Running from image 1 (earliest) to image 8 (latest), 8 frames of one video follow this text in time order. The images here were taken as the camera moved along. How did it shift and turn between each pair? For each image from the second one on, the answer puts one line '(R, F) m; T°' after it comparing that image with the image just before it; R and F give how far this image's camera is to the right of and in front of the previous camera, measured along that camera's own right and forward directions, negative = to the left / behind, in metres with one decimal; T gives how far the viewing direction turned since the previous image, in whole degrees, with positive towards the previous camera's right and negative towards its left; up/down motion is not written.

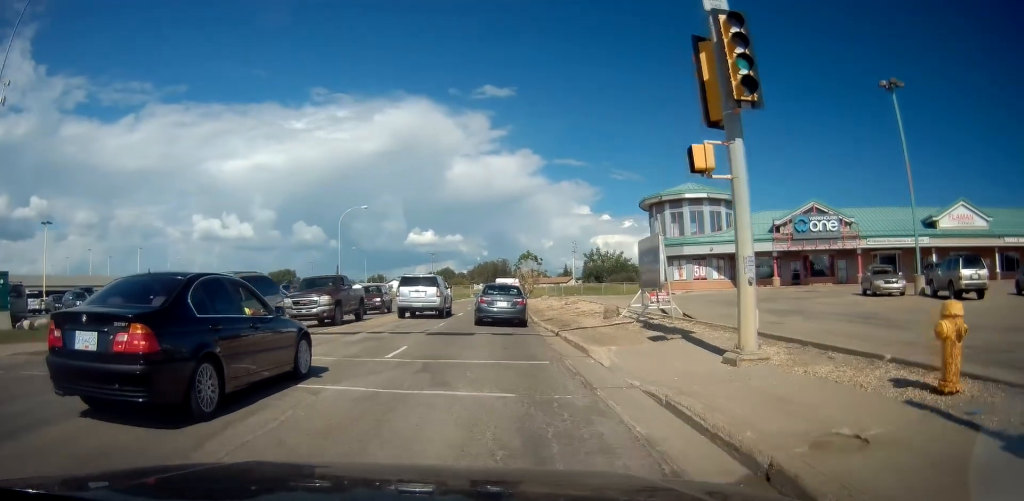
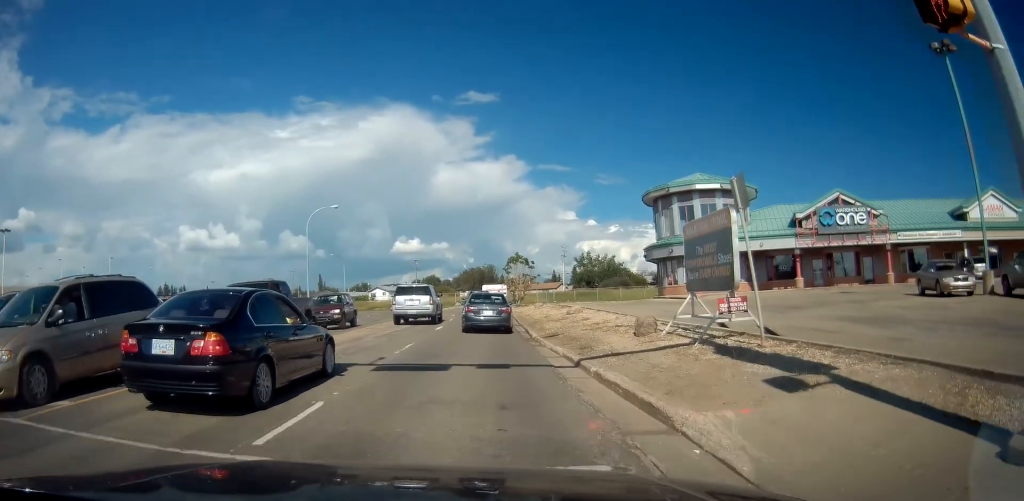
(0.0, +6.2) m; -1°
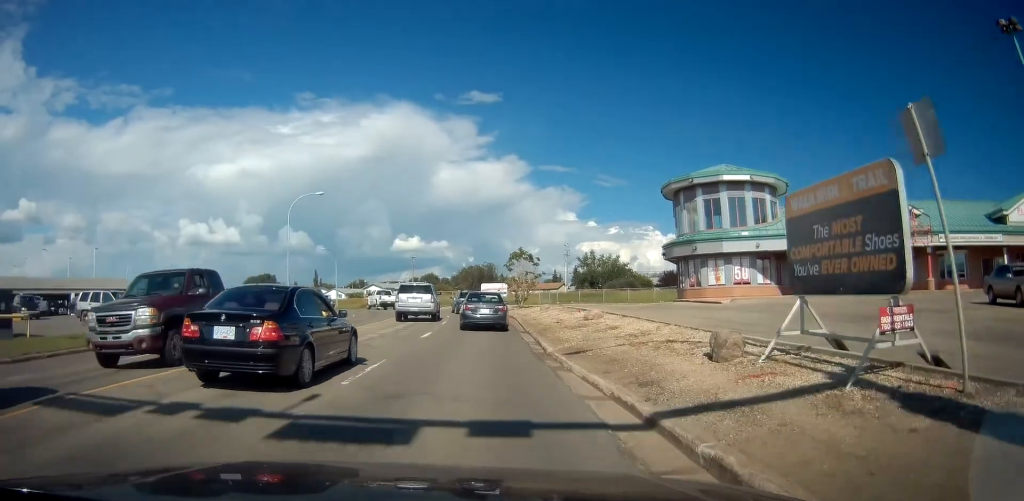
(0.0, +5.1) m; -1°
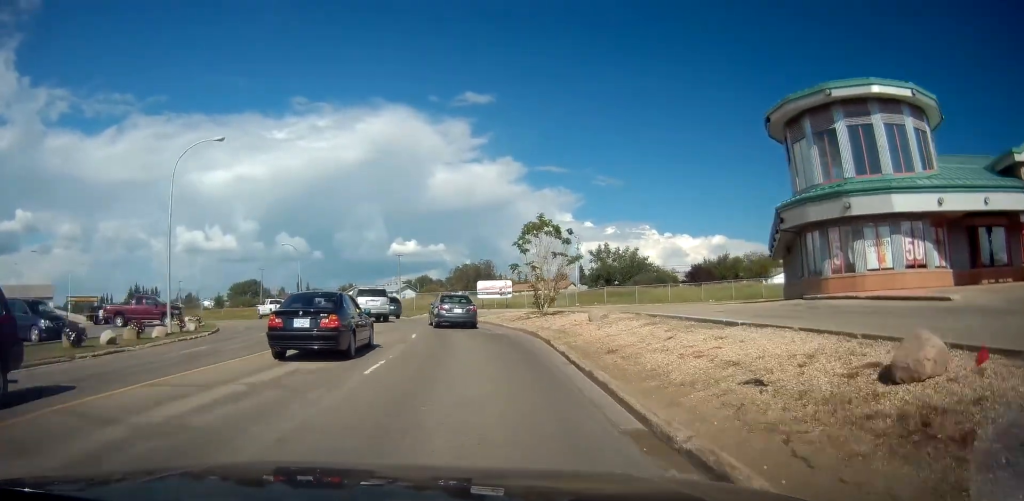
(-0.1, +18.2) m; -1°
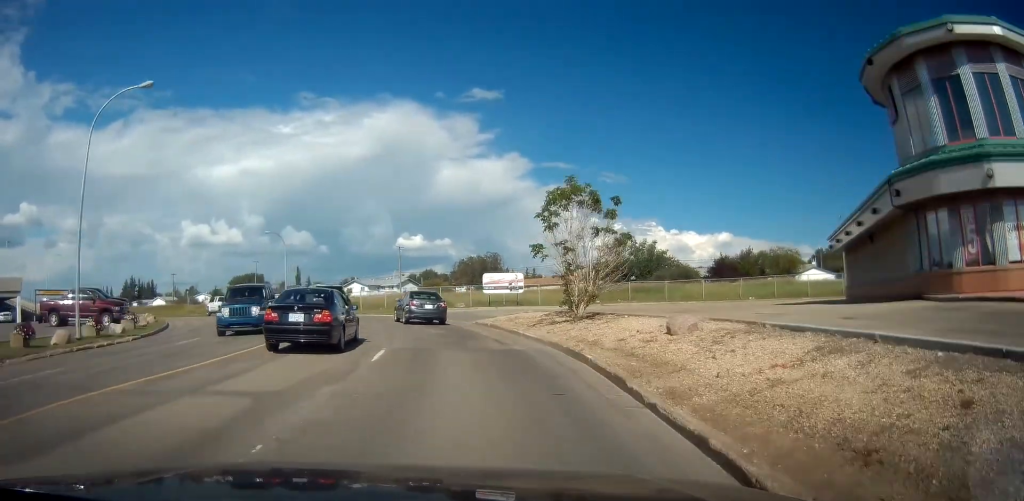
(-0.2, +7.9) m; -1°
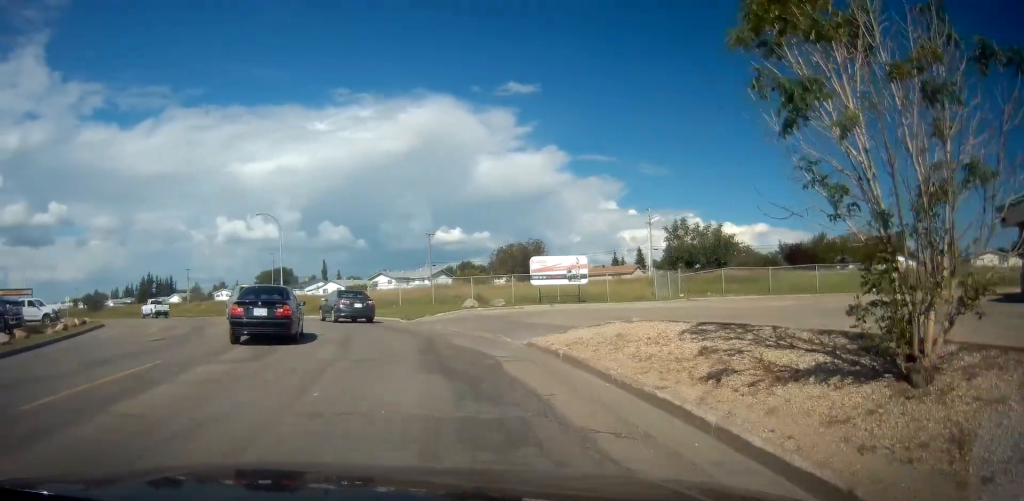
(-0.1, +13.5) m; -4°
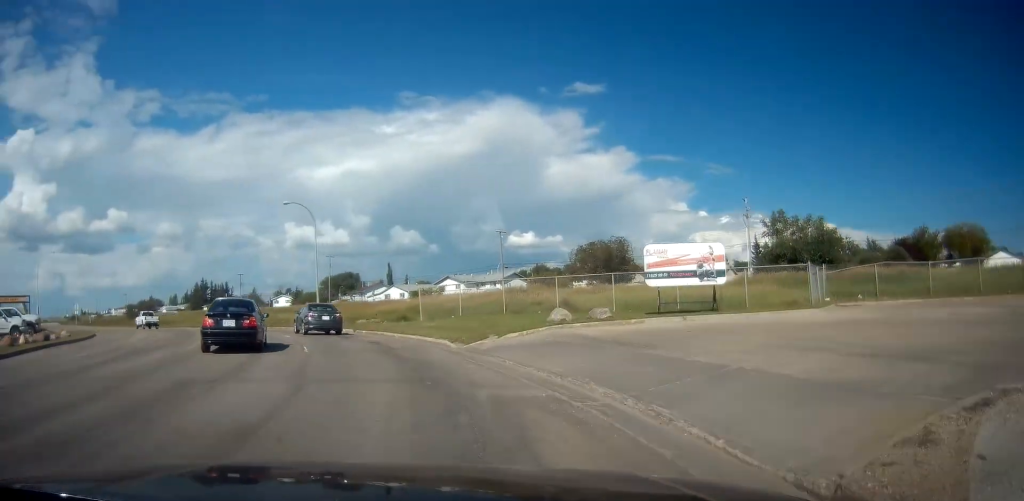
(-0.6, +10.2) m; -9°
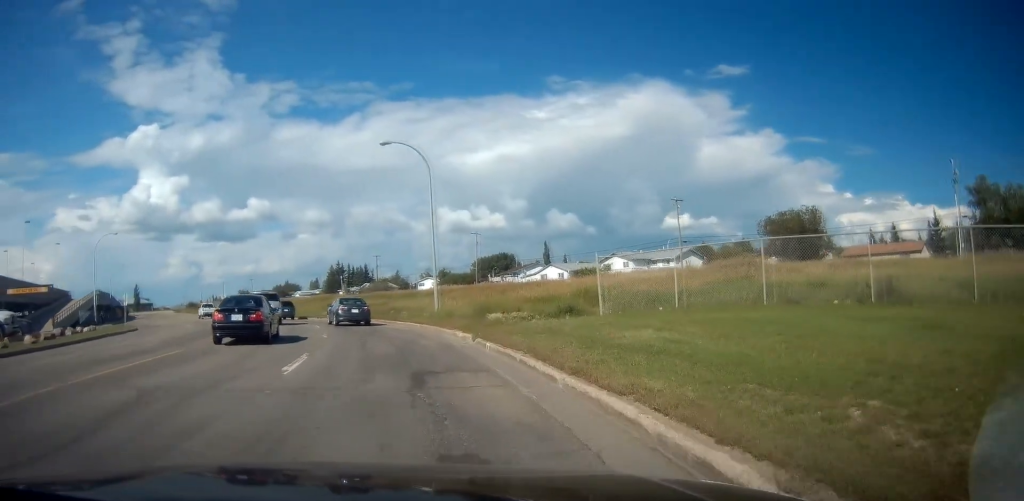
(-2.0, +14.5) m; -14°
